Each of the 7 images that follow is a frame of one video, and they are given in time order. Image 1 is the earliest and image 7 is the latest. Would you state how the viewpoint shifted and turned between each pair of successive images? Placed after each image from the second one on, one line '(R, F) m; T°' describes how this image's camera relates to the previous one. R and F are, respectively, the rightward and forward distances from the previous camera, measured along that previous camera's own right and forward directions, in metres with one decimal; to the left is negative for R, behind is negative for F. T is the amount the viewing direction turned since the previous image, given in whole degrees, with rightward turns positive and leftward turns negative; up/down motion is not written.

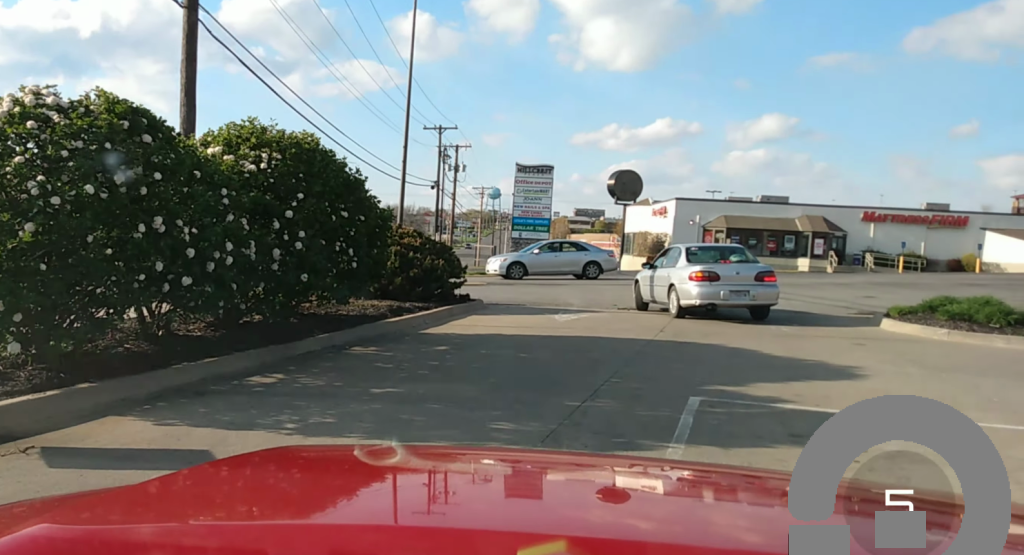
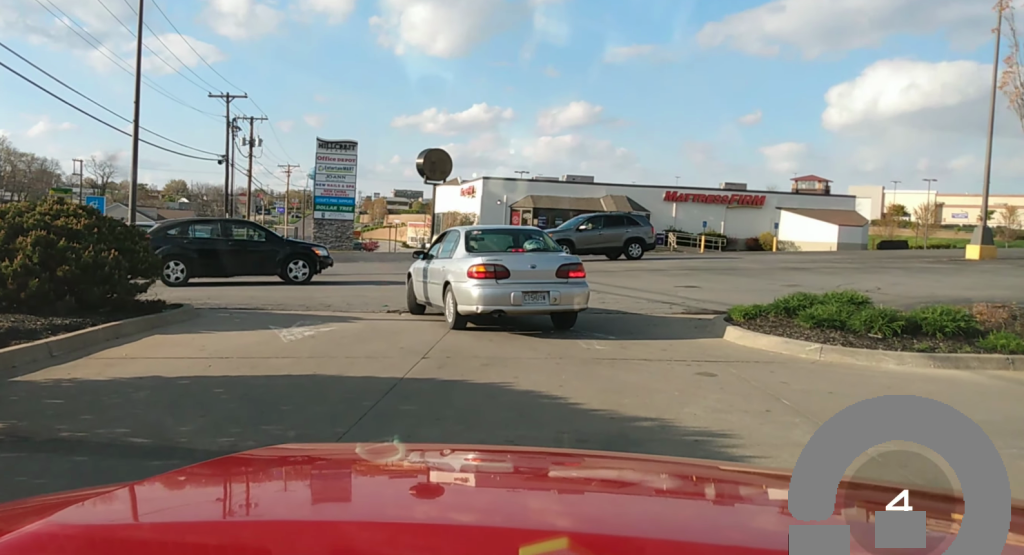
(+1.3, +7.0) m; +13°
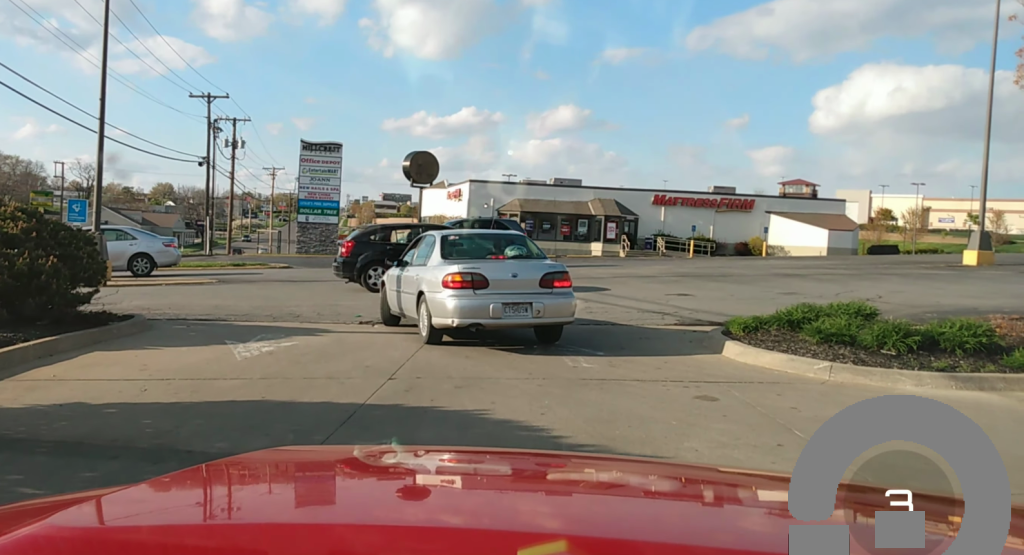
(0.0, +1.7) m; 0°
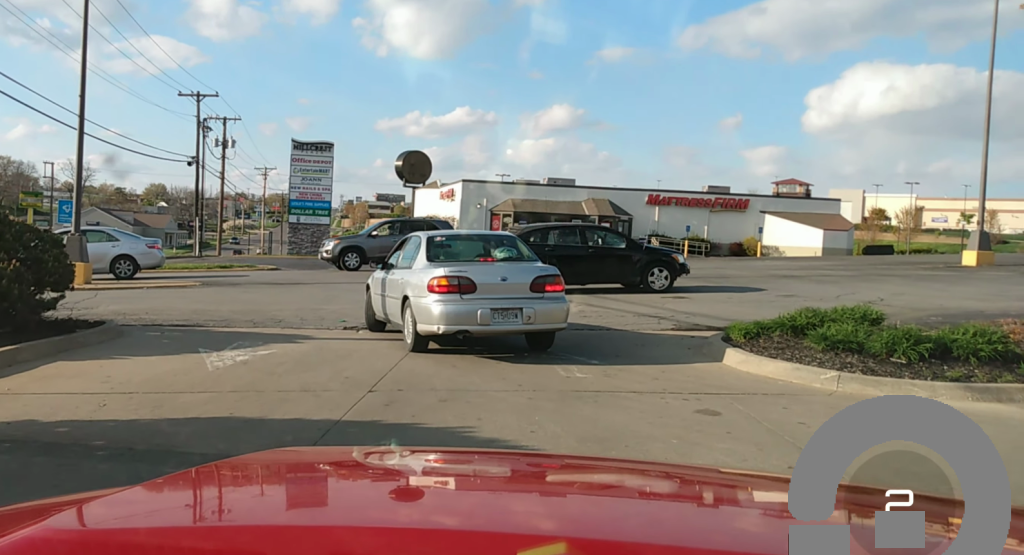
(0.0, +0.9) m; +1°
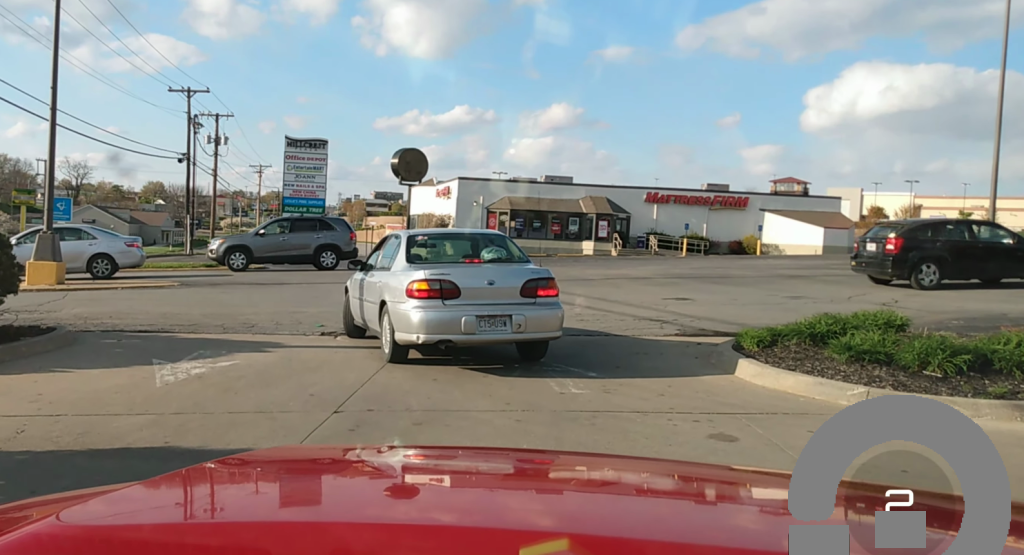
(+0.1, +1.6) m; +3°
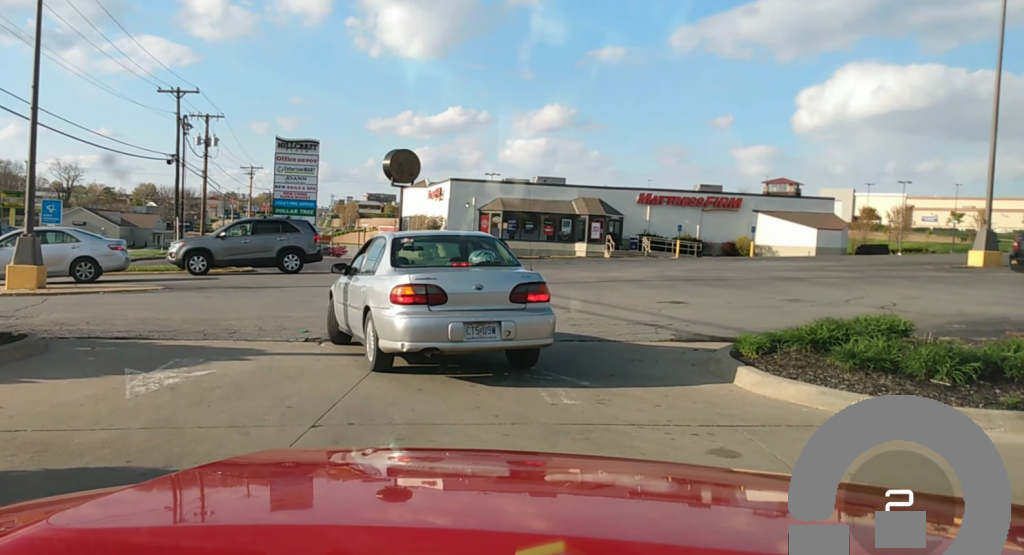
(+0.1, +0.6) m; 0°
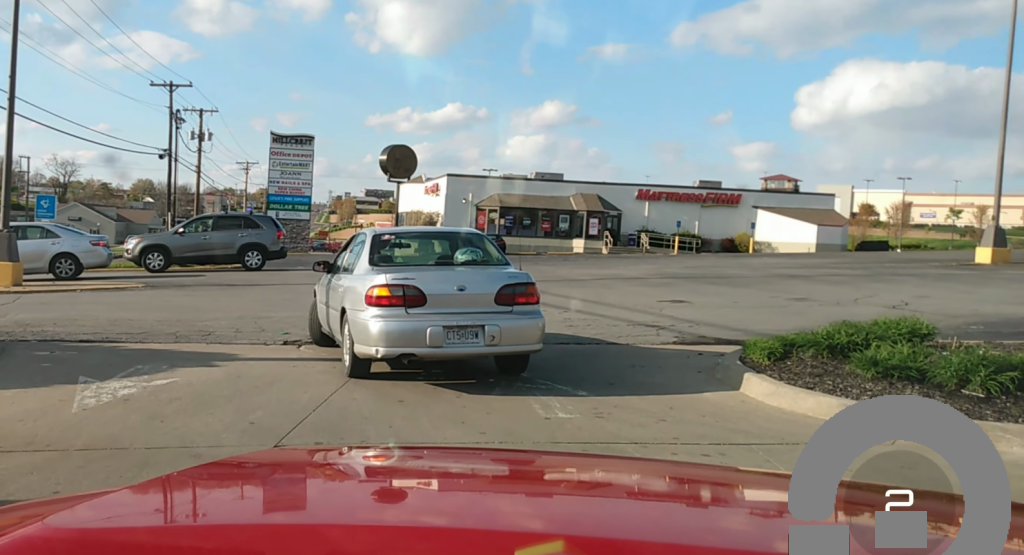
(0.0, +1.2) m; 0°
